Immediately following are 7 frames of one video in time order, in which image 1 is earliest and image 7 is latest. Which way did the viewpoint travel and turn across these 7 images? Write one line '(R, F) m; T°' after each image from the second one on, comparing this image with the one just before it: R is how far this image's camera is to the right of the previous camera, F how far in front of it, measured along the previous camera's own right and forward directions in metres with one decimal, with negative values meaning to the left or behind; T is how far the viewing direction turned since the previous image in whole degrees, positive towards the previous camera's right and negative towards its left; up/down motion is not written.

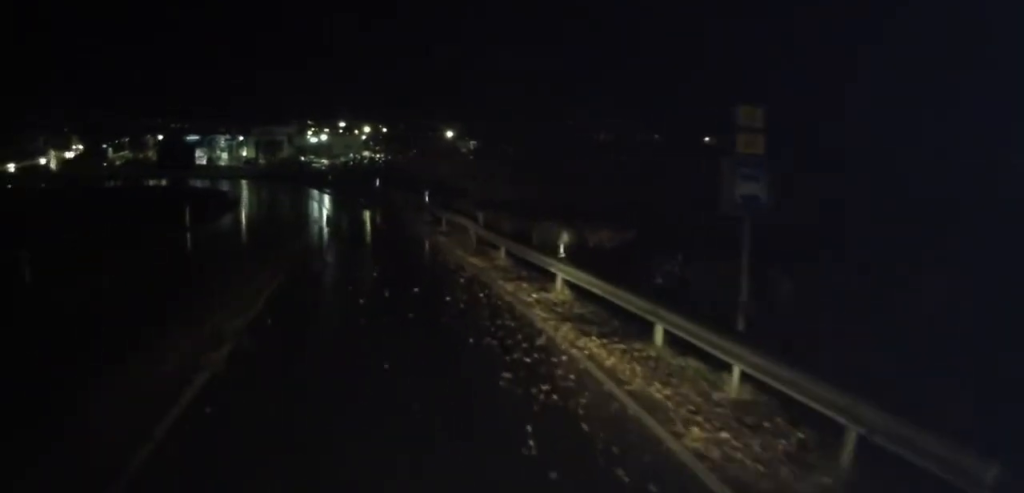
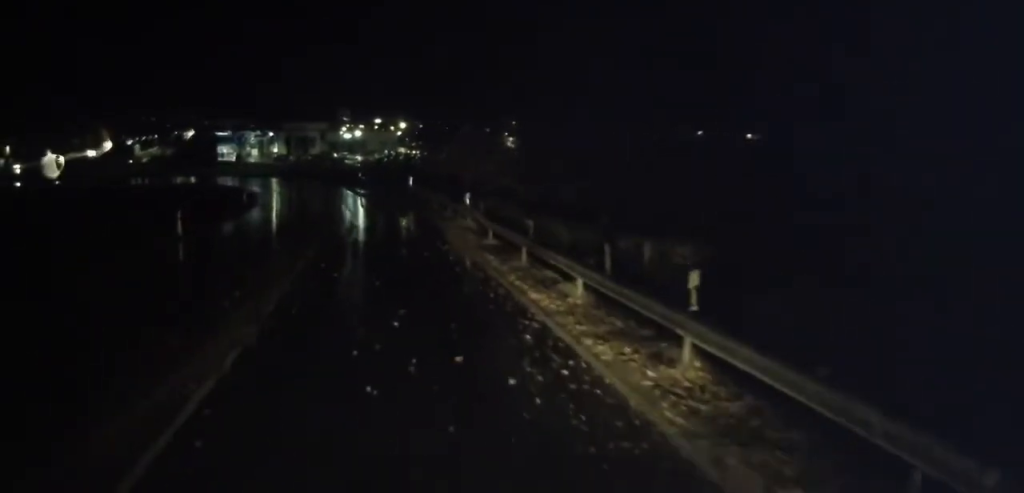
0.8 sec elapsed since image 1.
(0.0, +4.4) m; -1°
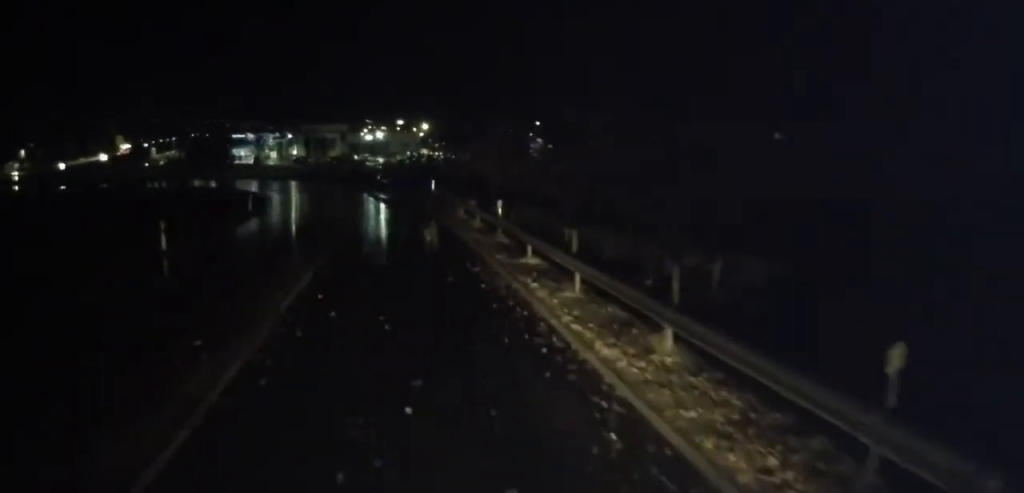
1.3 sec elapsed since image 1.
(0.0, +3.2) m; -1°
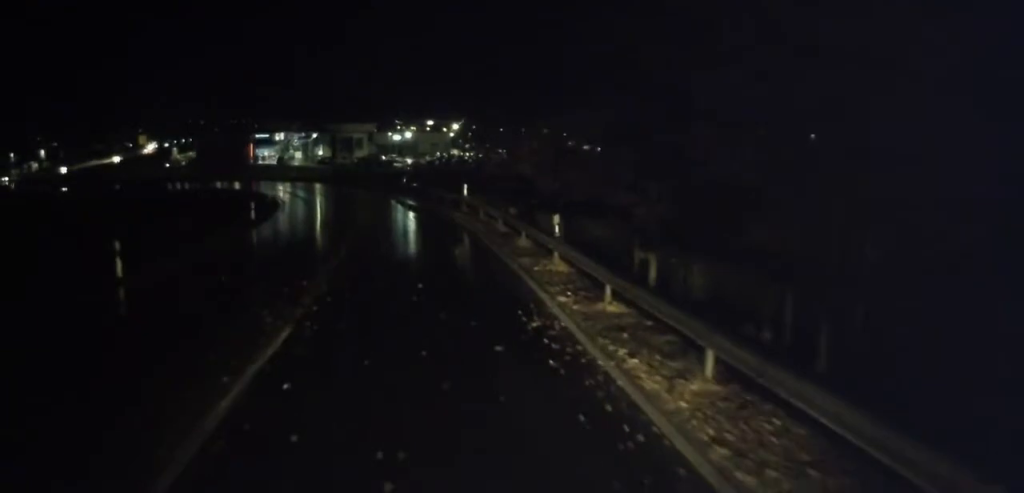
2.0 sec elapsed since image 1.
(-0.1, +4.7) m; -2°
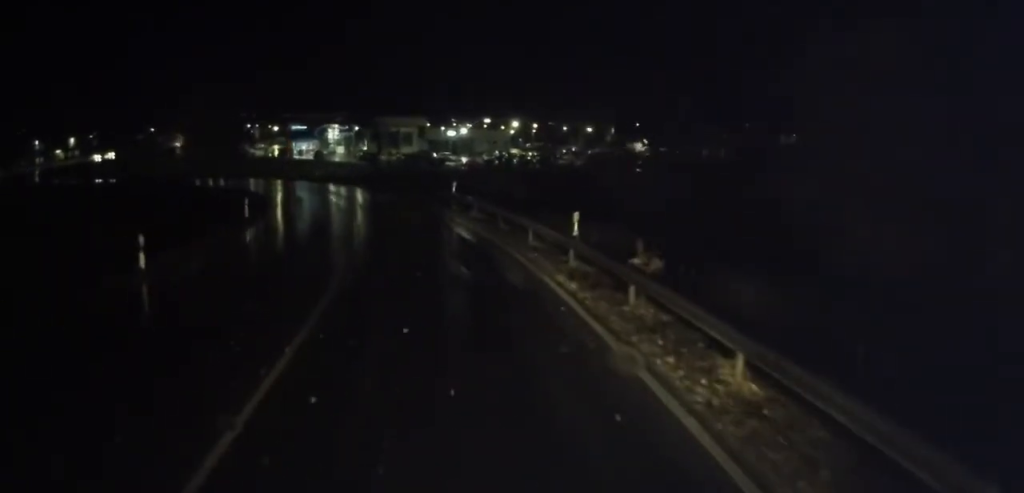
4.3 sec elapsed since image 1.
(-1.5, +15.6) m; -10°
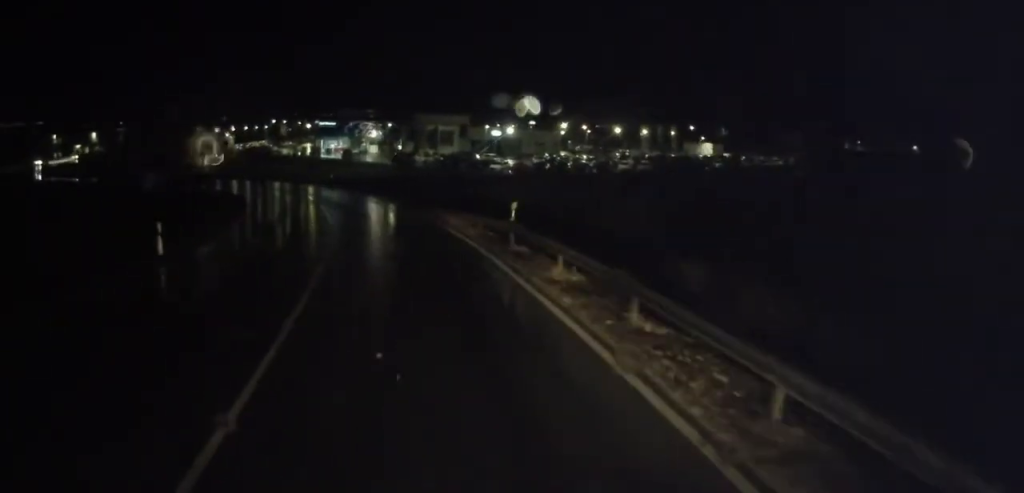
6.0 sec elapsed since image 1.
(-0.2, +12.8) m; -4°
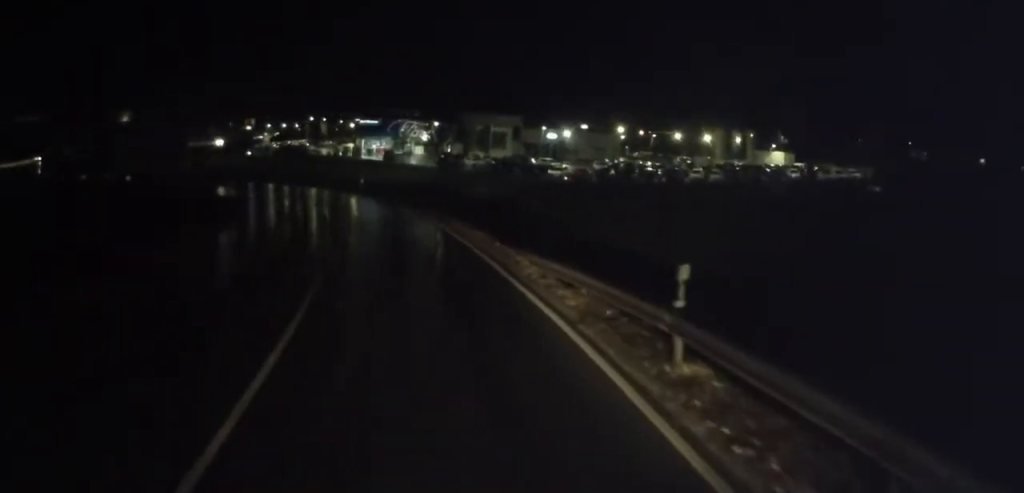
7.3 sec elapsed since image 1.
(-0.6, +9.6) m; -5°
